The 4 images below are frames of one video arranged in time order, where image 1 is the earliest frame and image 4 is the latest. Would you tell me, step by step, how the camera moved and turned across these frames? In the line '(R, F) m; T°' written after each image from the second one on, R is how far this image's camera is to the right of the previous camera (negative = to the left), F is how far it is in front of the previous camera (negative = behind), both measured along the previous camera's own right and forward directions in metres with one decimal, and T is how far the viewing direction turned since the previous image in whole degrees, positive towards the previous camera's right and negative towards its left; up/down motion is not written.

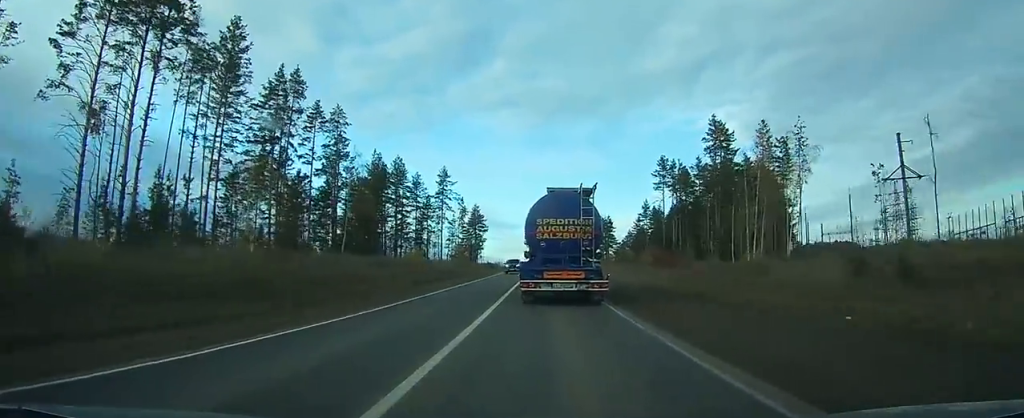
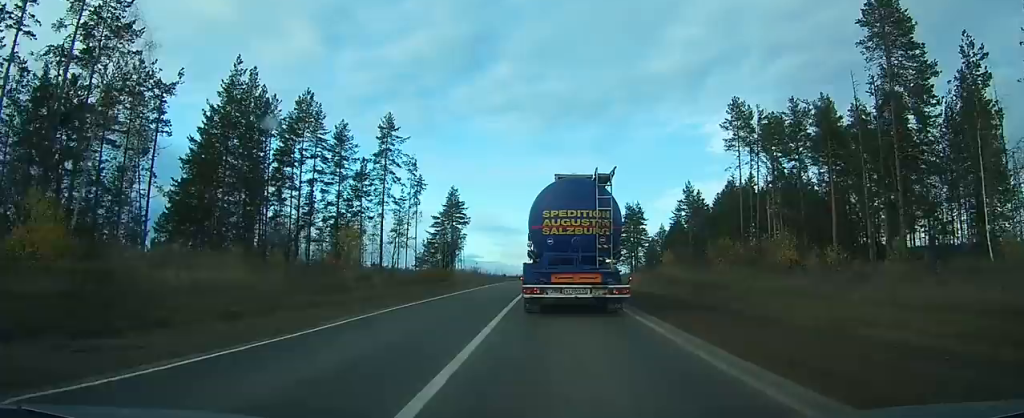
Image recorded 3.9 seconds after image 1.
(+0.4, +54.7) m; +1°
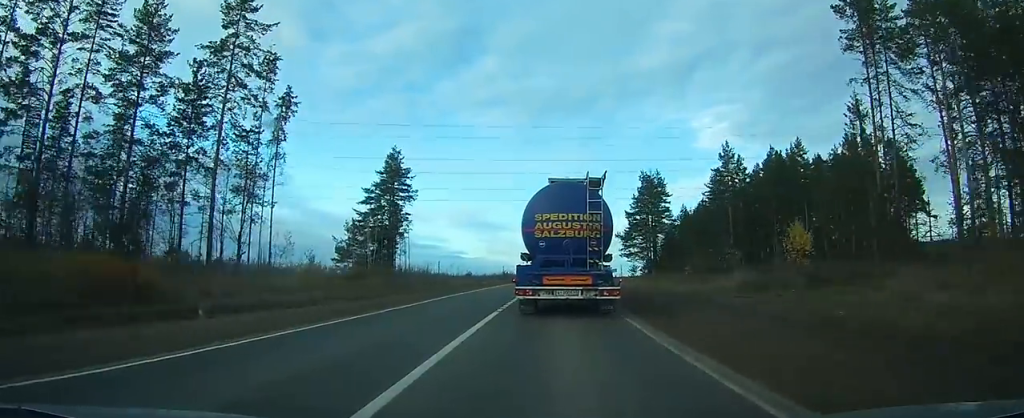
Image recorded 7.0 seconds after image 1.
(+0.6, +44.0) m; +2°
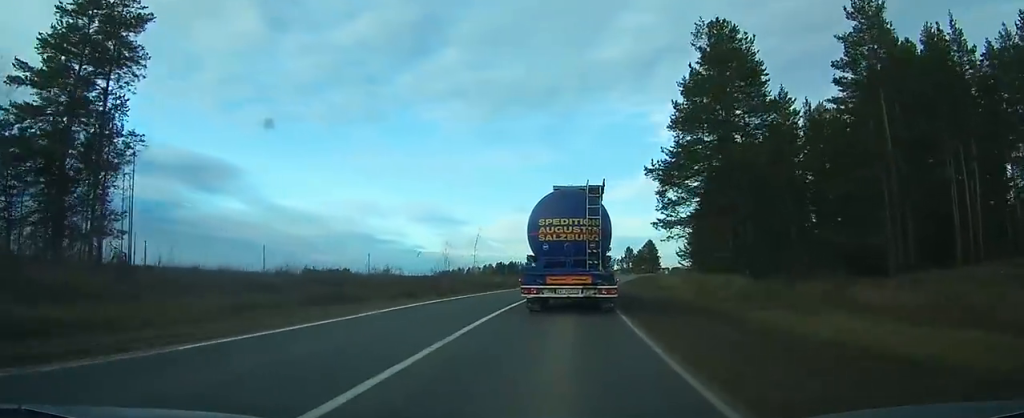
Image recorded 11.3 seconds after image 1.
(+2.5, +63.7) m; +5°
